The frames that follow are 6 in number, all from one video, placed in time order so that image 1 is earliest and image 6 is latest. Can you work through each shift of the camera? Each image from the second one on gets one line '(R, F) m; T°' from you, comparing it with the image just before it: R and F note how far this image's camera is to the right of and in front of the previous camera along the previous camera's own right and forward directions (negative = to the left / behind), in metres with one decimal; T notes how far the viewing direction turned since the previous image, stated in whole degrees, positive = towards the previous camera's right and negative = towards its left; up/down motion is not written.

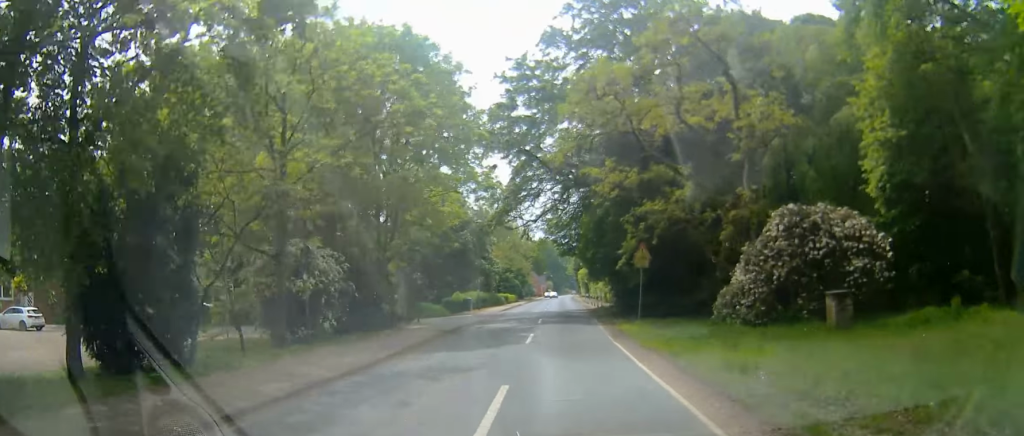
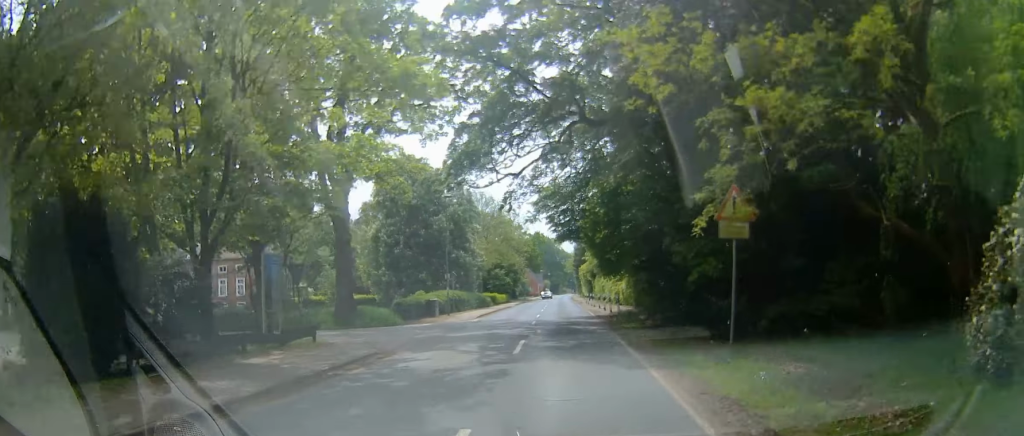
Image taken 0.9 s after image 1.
(-0.1, +15.3) m; 0°
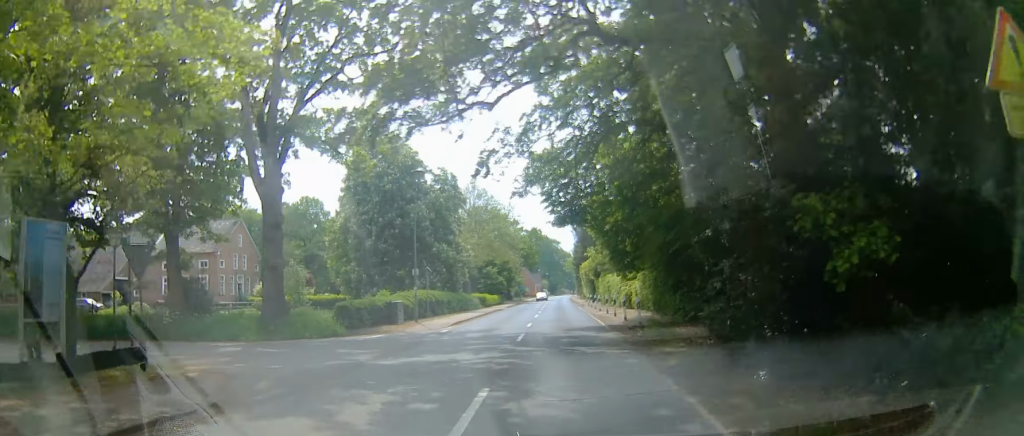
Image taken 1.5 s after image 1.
(+0.1, +9.1) m; 0°
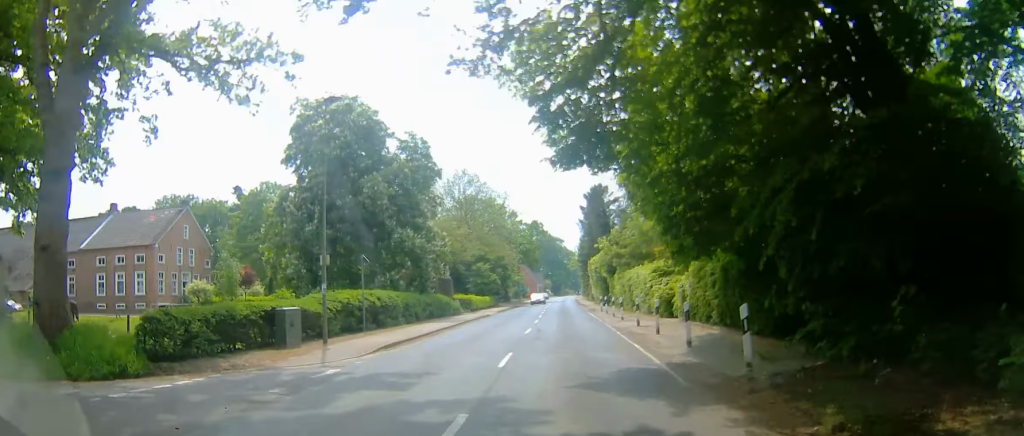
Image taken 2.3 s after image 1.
(+0.1, +13.6) m; +2°
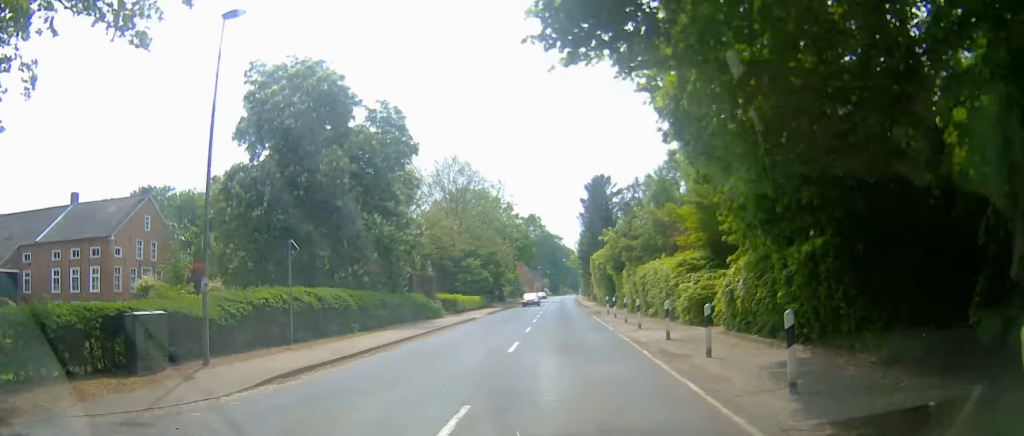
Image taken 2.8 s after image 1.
(-0.2, +7.1) m; +1°
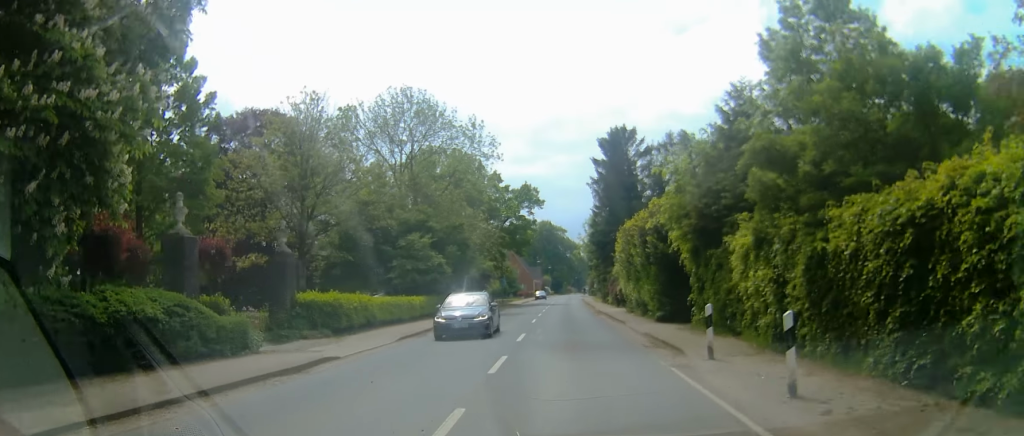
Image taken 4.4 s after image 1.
(+0.2, +26.1) m; -2°
